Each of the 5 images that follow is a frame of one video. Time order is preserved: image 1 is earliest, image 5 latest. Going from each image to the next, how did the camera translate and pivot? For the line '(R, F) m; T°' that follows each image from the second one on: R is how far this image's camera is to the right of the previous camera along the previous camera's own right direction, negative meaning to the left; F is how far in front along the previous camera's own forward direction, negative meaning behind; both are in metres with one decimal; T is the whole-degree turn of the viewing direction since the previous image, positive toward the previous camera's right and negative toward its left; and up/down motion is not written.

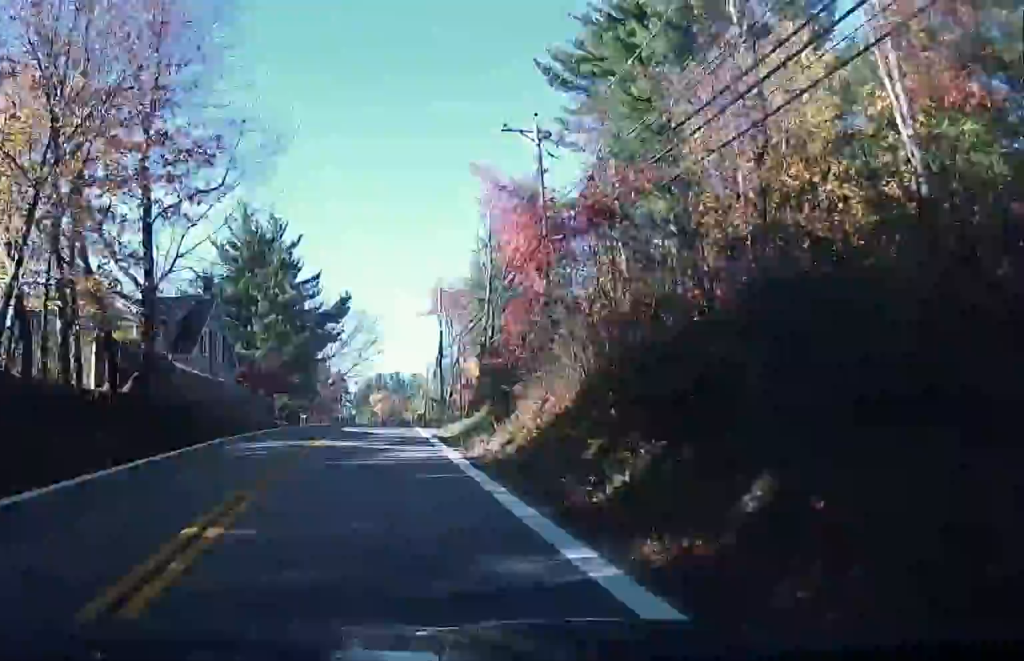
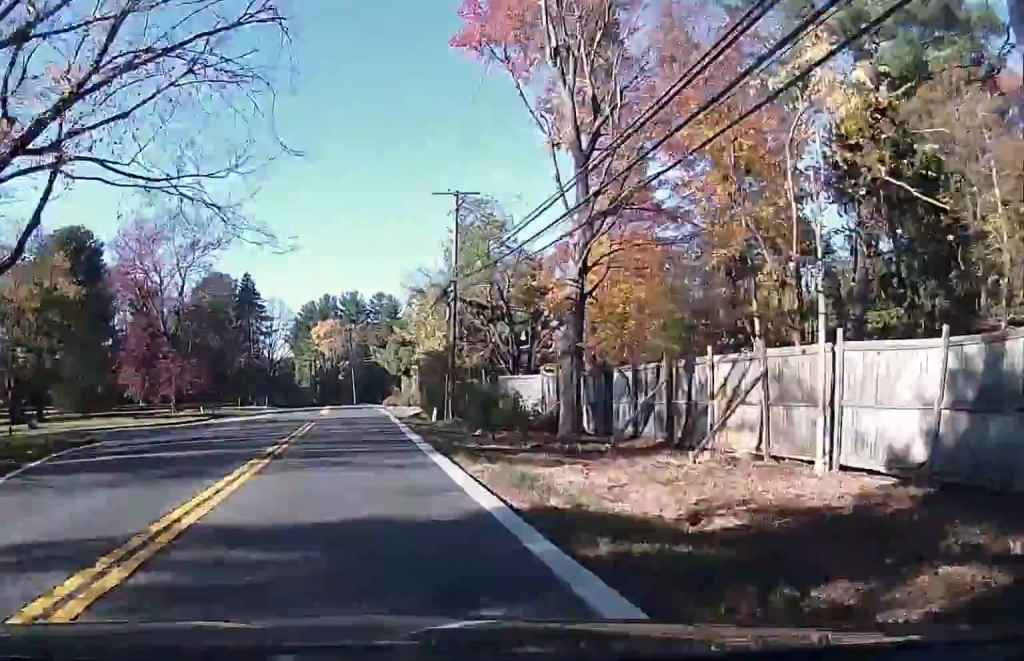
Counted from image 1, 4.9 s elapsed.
(+0.4, +92.4) m; -1°
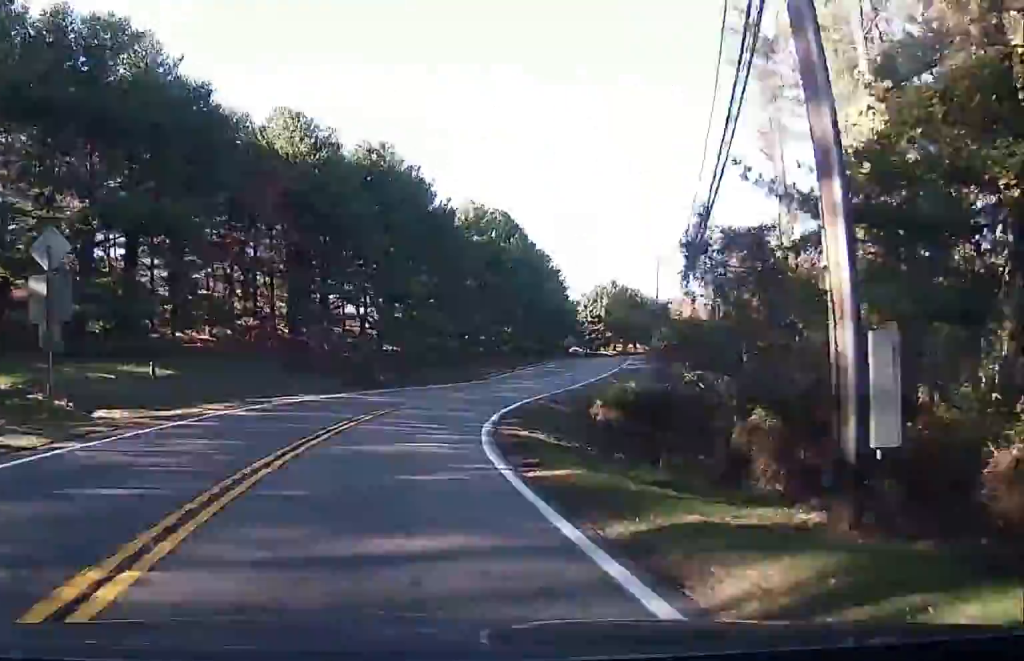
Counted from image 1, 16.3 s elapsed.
(-10.4, +212.0) m; +3°
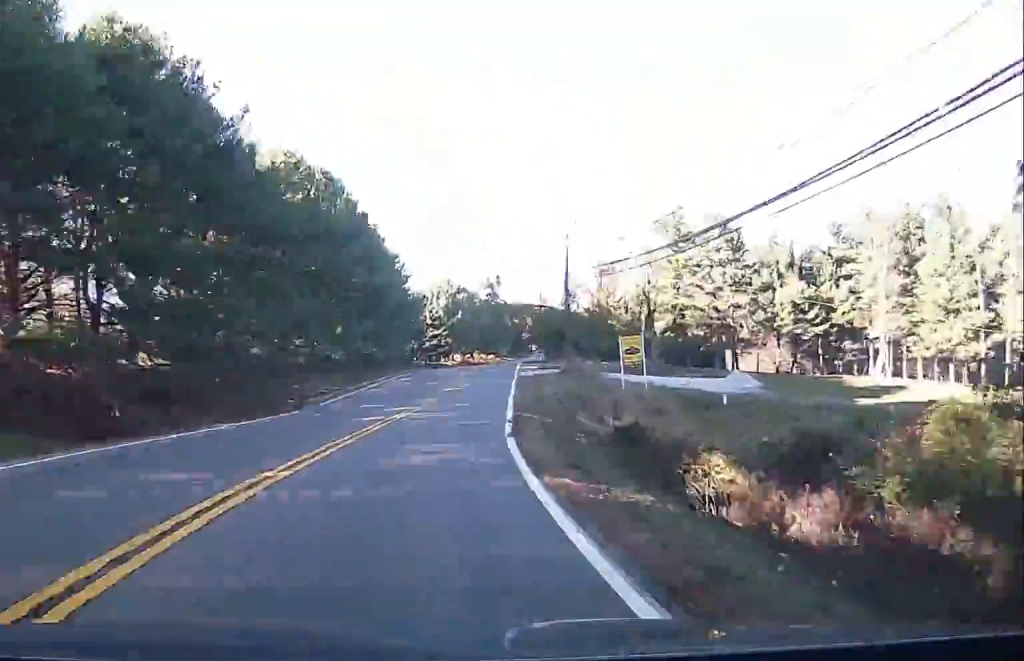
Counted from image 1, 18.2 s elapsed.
(+3.8, +34.9) m; +6°
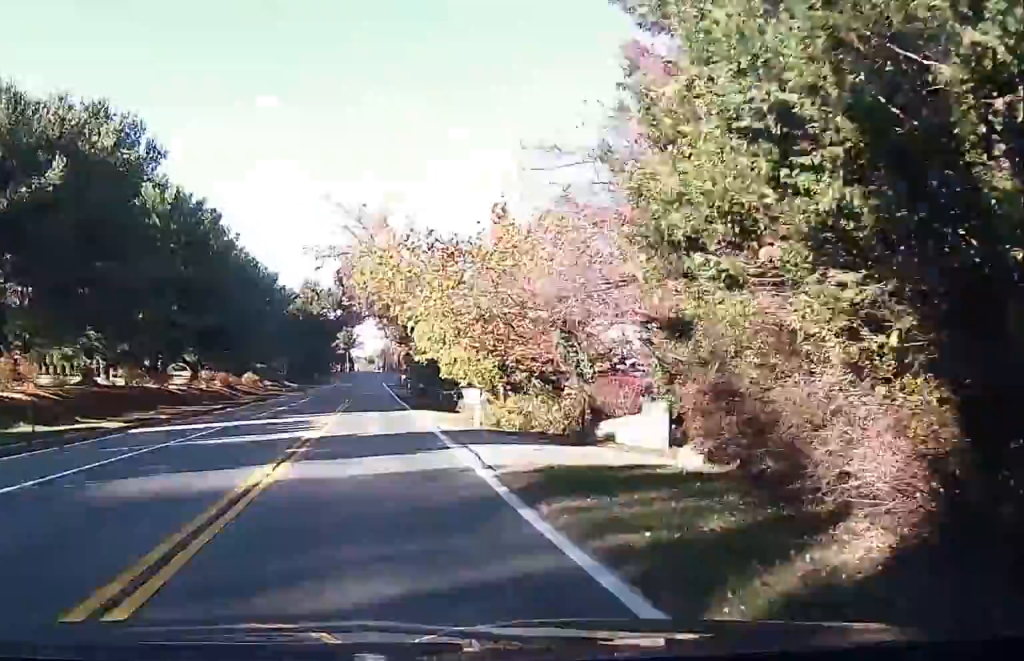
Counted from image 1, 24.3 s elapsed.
(+16.0, +114.0) m; +12°
